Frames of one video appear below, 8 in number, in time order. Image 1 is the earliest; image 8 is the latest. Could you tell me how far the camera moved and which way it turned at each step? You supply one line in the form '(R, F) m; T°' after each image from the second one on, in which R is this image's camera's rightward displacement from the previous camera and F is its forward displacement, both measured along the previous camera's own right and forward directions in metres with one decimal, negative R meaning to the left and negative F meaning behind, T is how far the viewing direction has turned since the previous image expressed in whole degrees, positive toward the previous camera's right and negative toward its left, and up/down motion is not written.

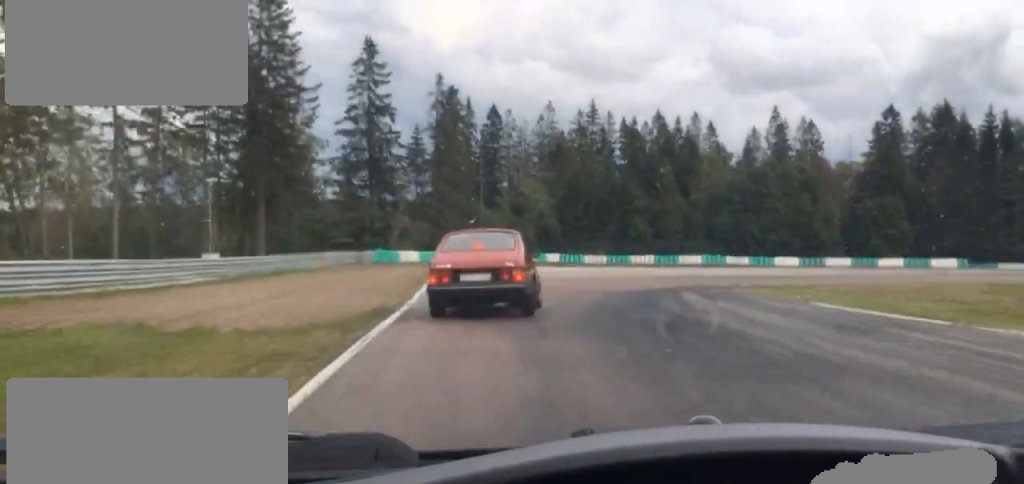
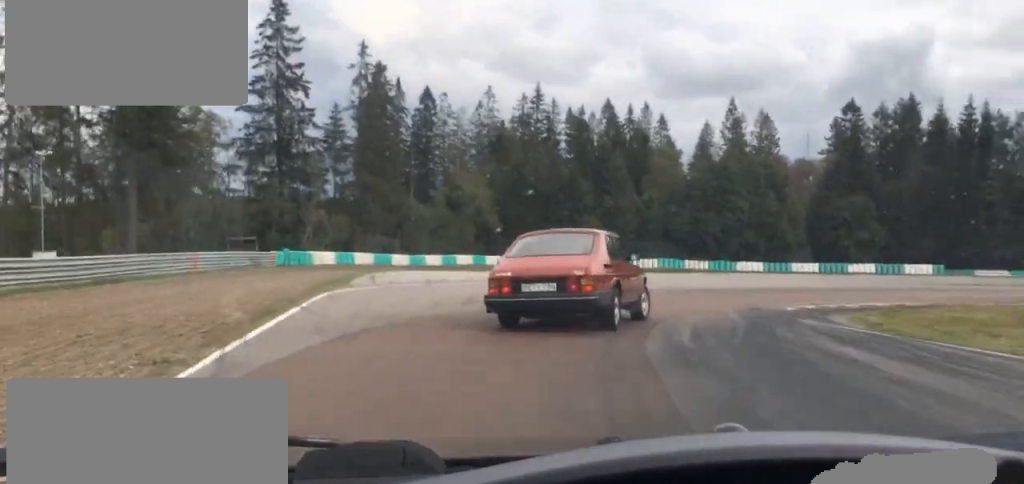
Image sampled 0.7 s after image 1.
(+0.3, +15.2) m; +4°
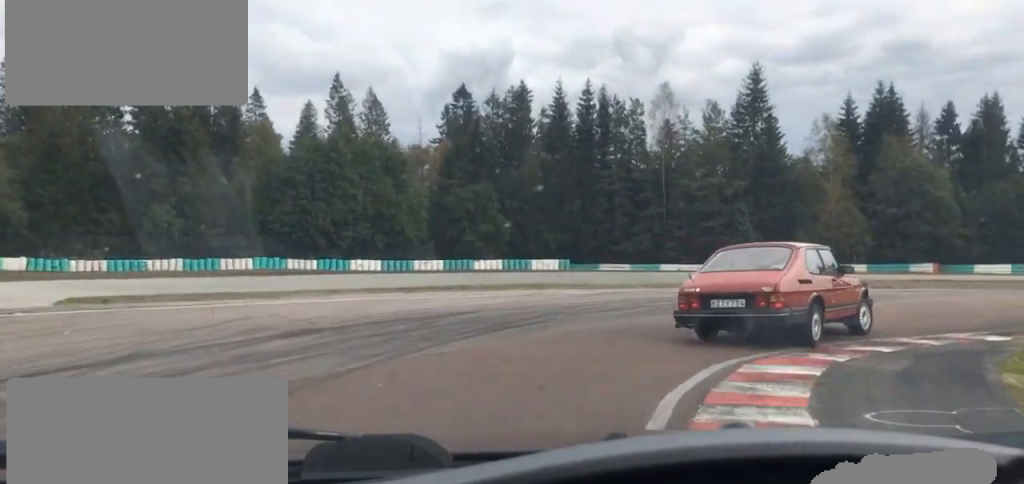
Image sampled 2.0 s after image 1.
(+3.1, +21.5) m; +27°
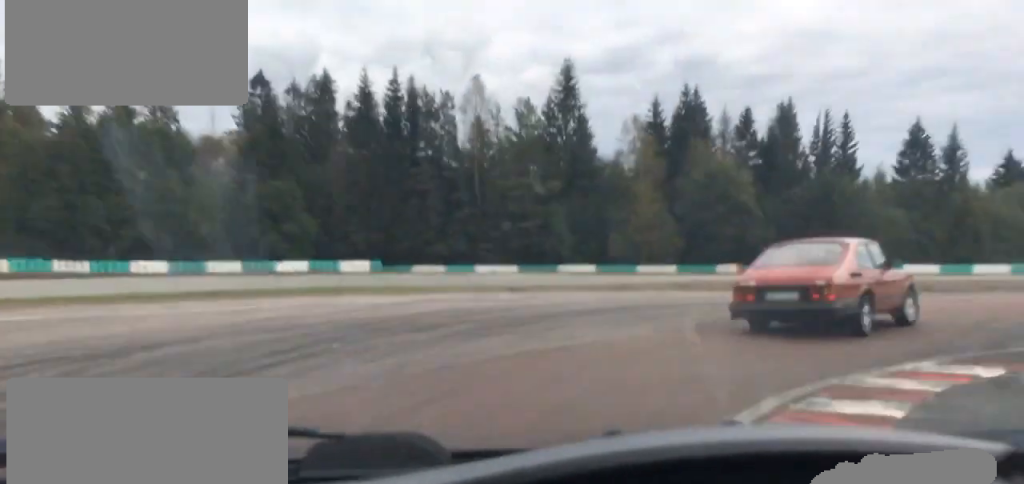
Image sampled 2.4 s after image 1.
(+1.2, +6.0) m; +14°
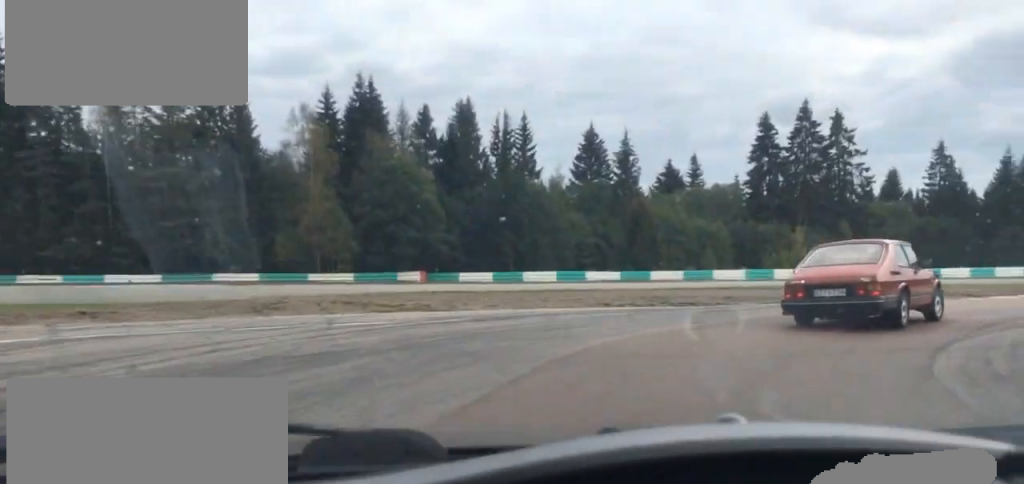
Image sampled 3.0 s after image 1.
(+1.6, +9.4) m; +21°
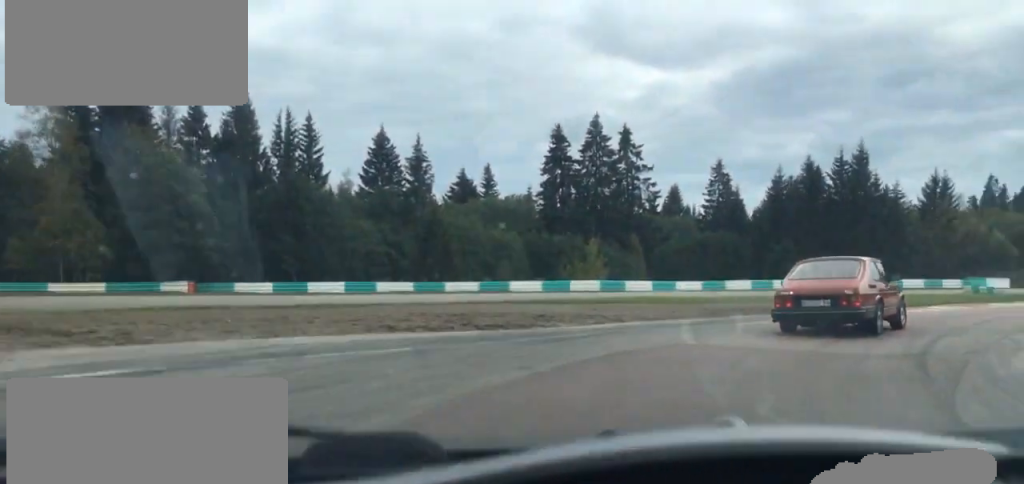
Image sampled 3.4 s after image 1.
(+1.3, +6.3) m; +10°
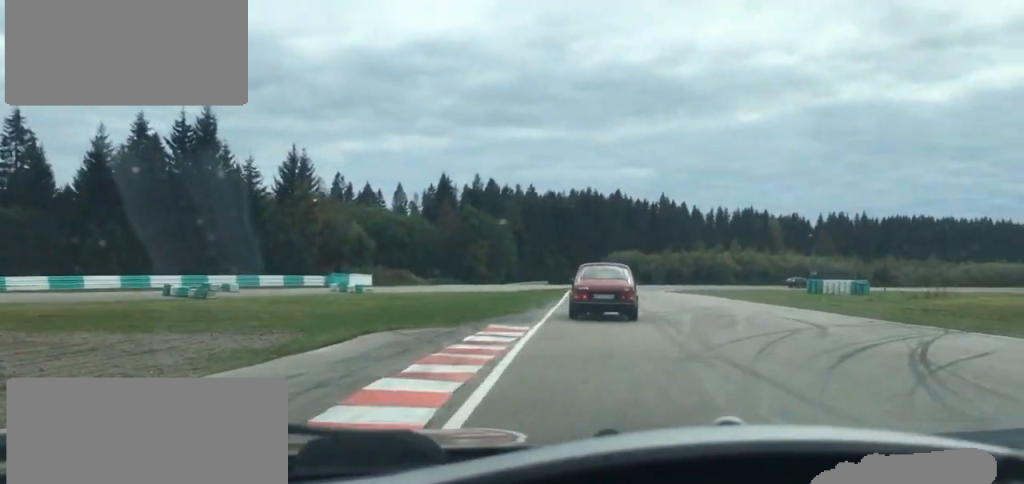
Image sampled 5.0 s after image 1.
(+6.9, +25.0) m; +30°
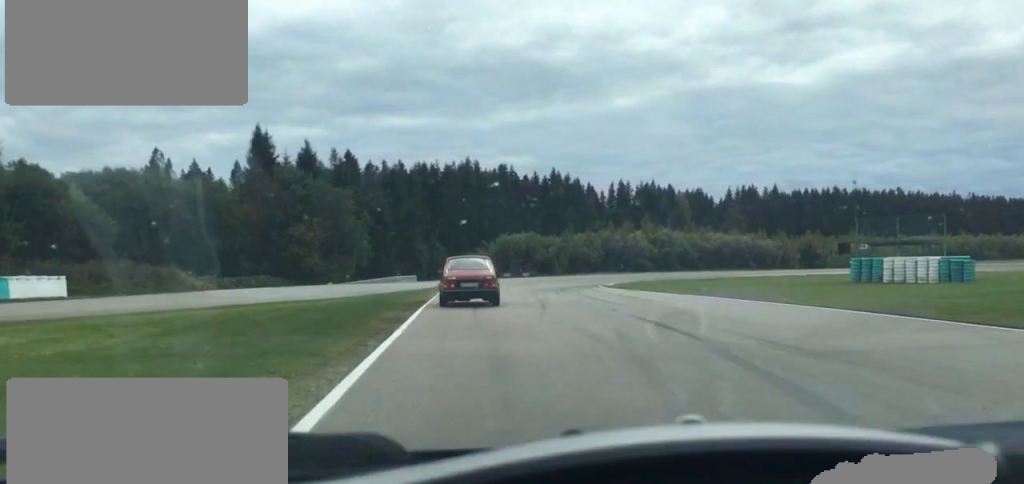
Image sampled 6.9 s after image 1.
(+5.7, +41.2) m; +8°
